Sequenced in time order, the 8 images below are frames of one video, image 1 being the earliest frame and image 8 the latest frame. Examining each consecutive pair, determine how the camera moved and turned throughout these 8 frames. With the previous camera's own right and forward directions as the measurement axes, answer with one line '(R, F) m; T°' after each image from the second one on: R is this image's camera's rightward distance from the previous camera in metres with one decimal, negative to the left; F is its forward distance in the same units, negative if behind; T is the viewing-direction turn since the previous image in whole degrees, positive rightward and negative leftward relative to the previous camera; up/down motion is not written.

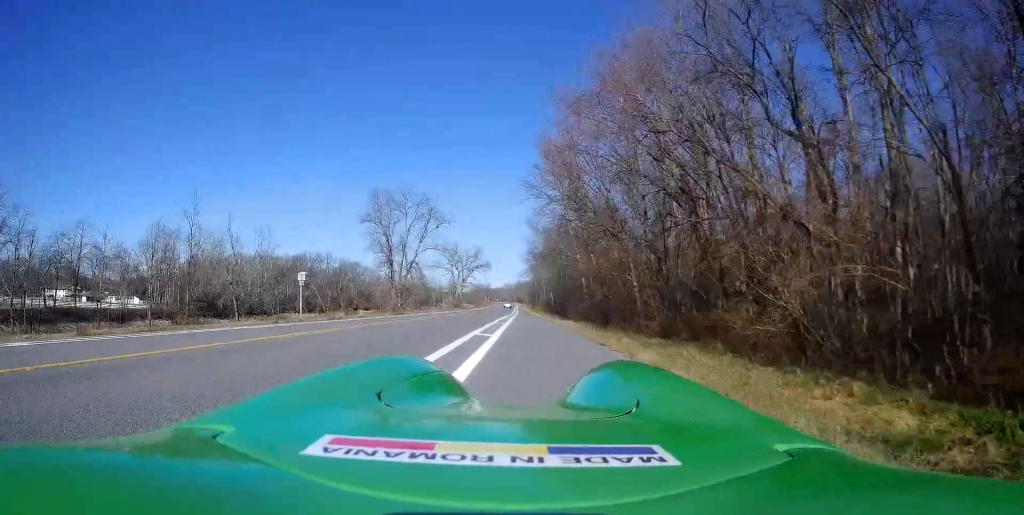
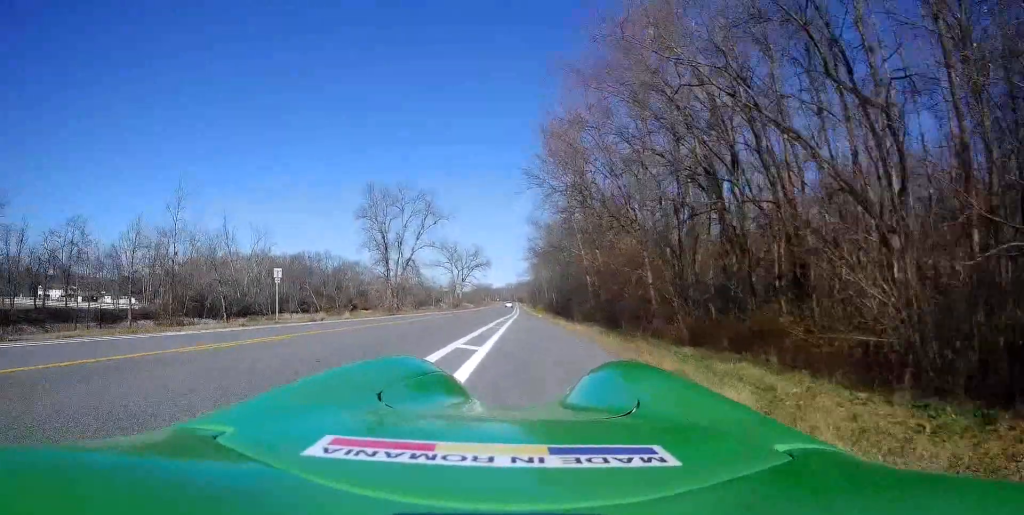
(0.0, +3.5) m; +1°
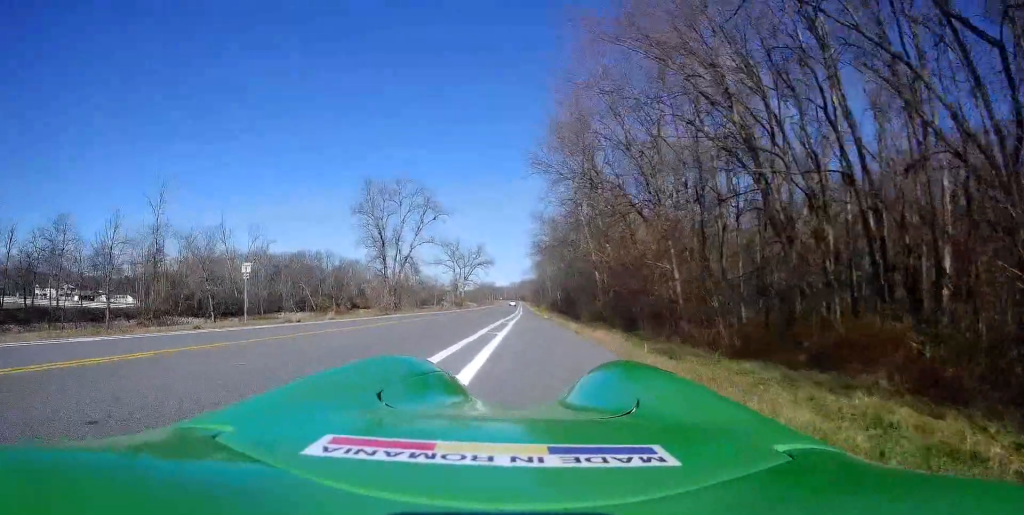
(+0.2, +4.2) m; +2°
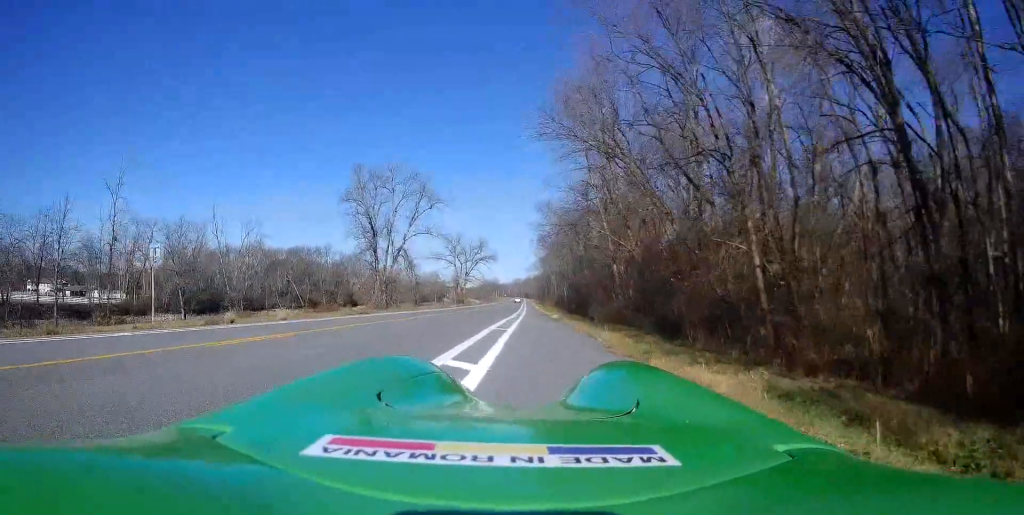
(+0.1, +7.8) m; +1°
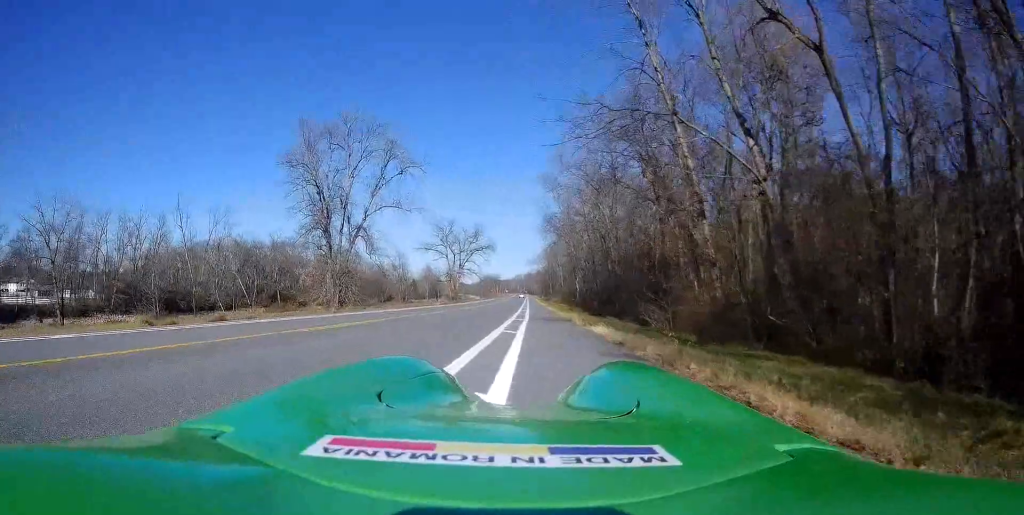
(0.0, +20.9) m; -1°
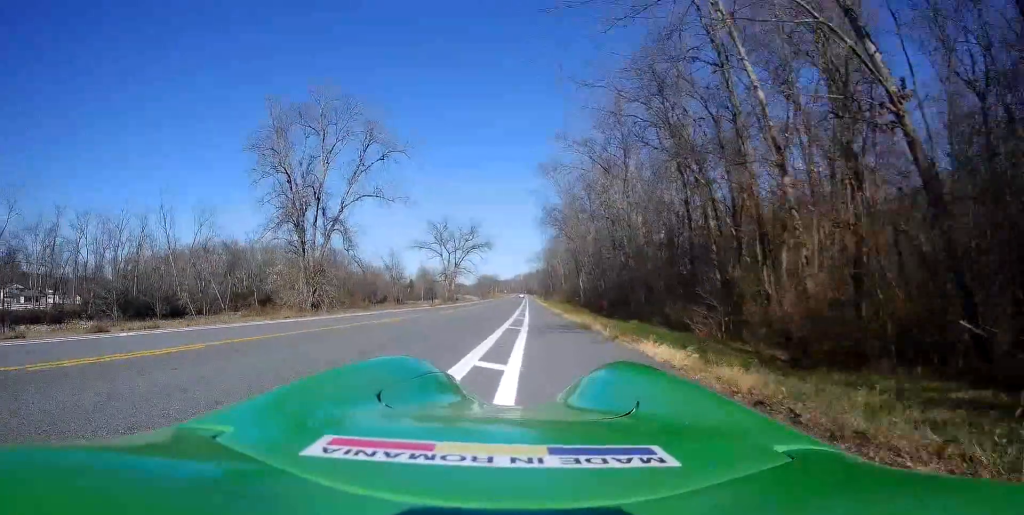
(-0.1, +7.3) m; -2°
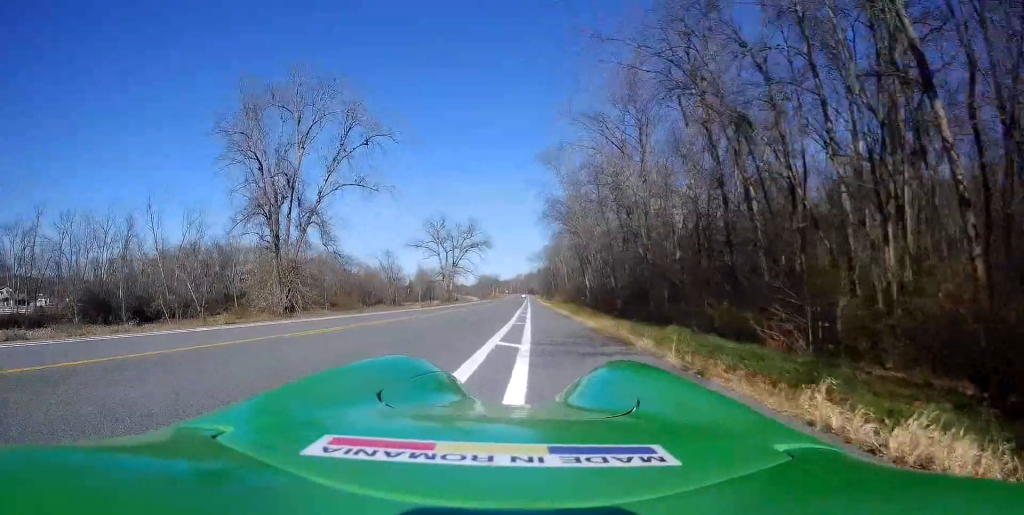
(-0.3, +6.3) m; -2°
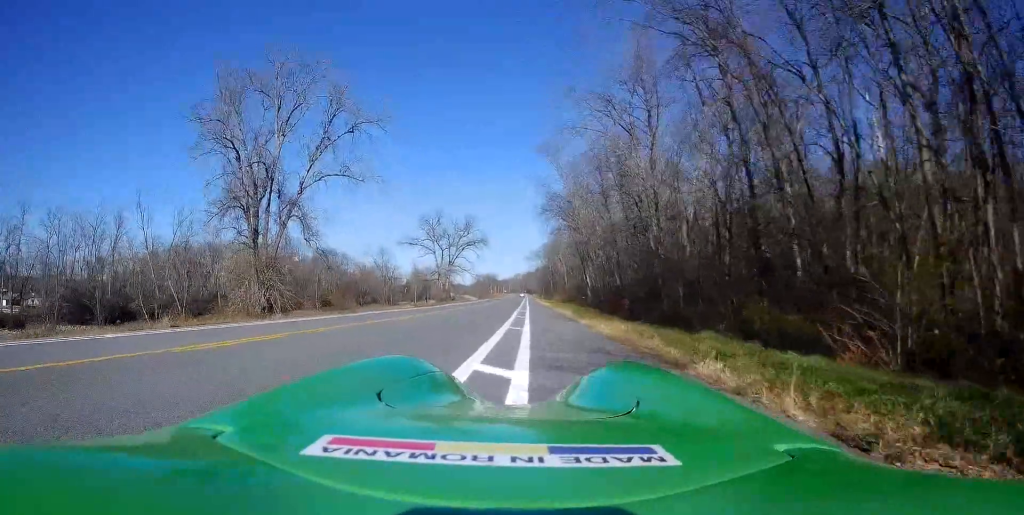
(0.0, +3.7) m; 0°
